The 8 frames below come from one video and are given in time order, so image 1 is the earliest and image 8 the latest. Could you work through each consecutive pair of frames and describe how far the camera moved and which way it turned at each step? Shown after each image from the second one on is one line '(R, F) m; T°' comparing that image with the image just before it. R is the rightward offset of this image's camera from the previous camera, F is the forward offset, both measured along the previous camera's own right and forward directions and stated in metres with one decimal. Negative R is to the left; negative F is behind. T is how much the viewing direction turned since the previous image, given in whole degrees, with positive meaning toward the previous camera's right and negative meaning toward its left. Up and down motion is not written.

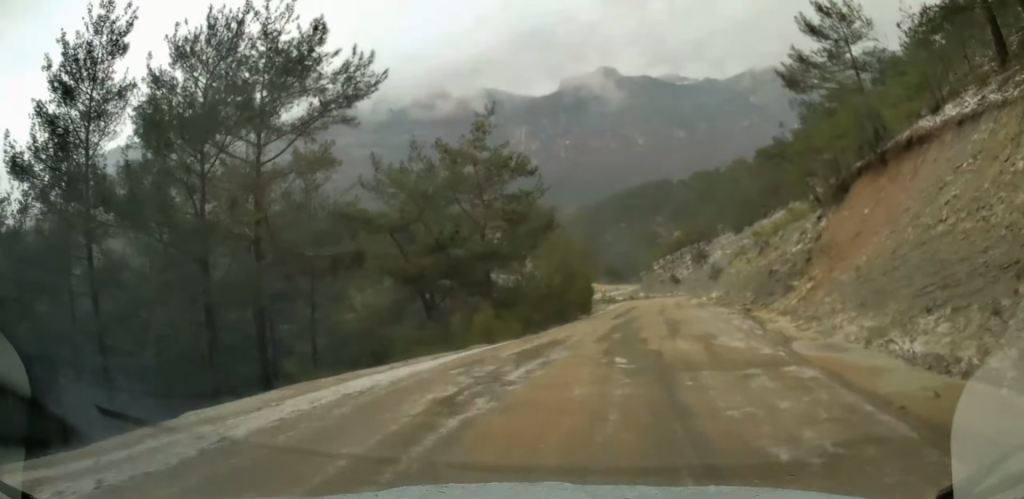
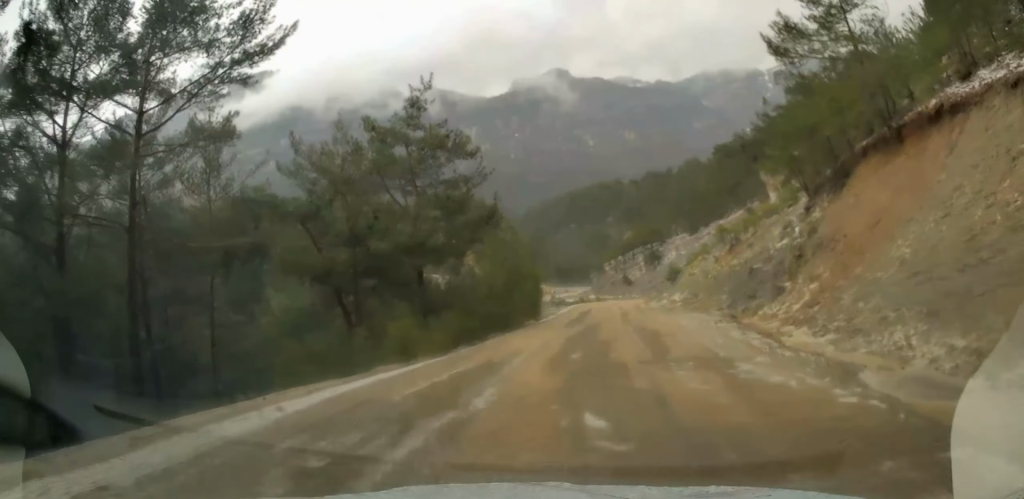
(+0.2, +5.7) m; +2°
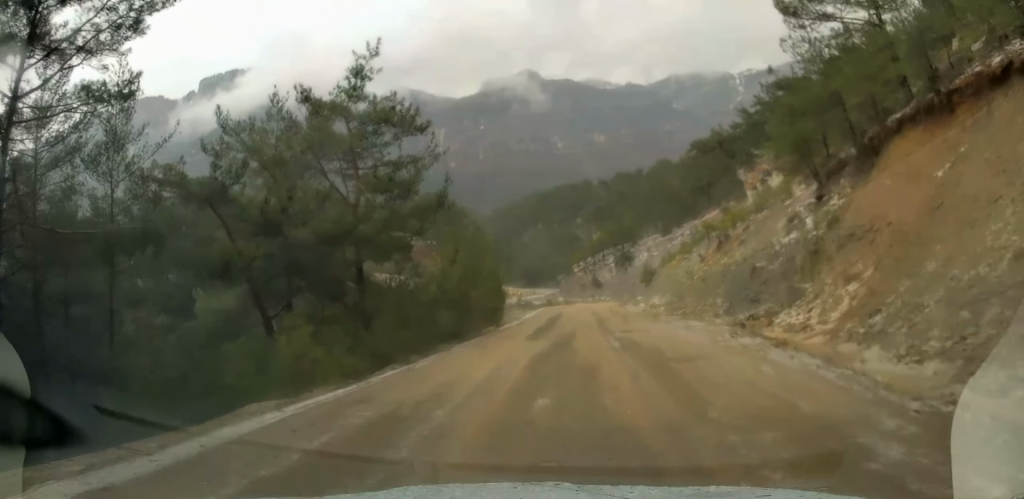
(0.0, +5.4) m; +2°
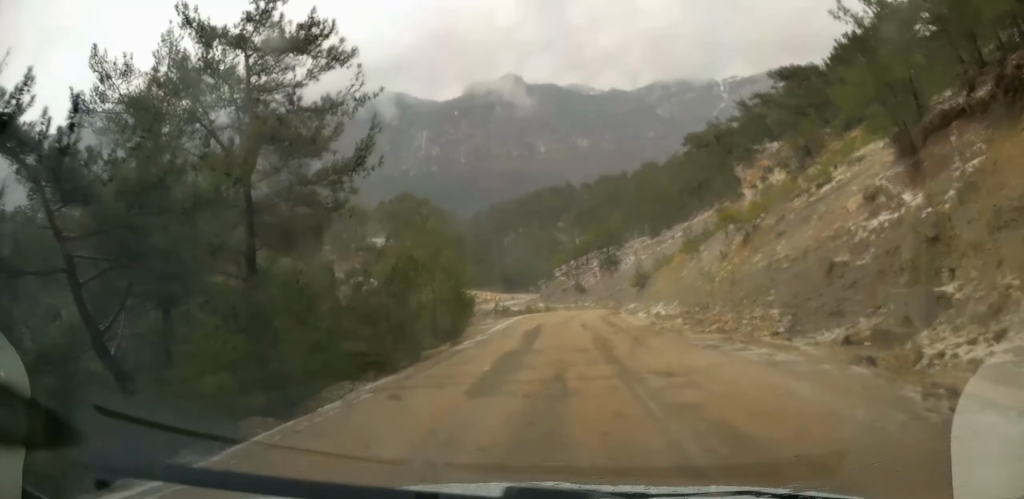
(+0.4, +9.2) m; +4°
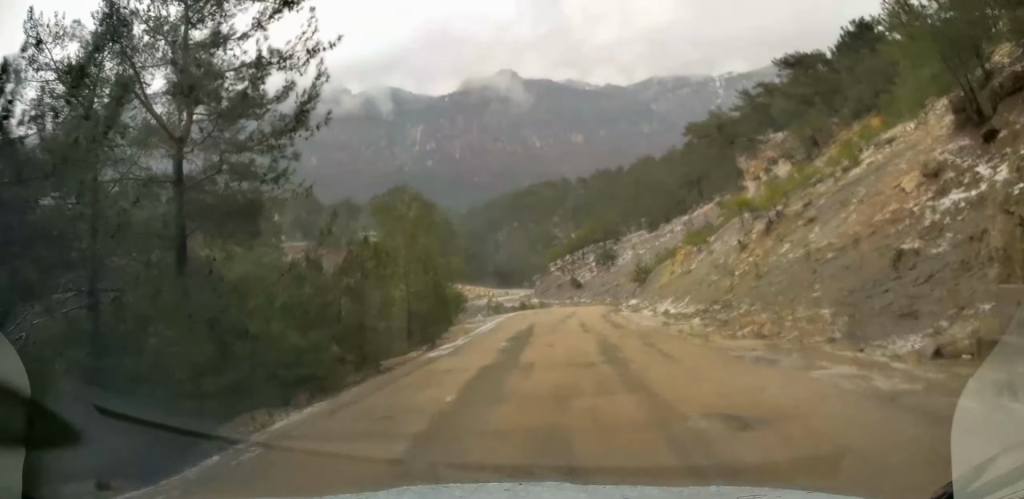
(+0.1, +3.9) m; +1°
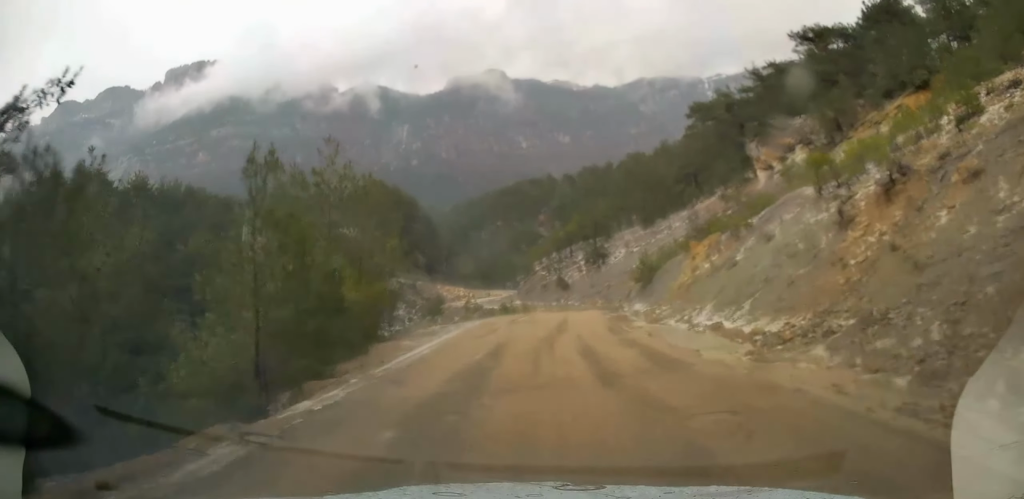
(+0.1, +11.4) m; +1°
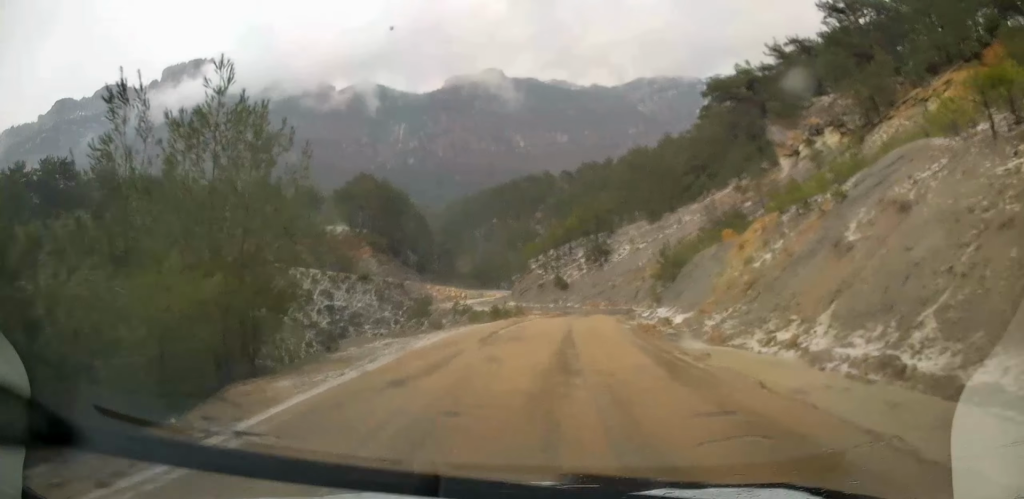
(+0.1, +9.5) m; +2°
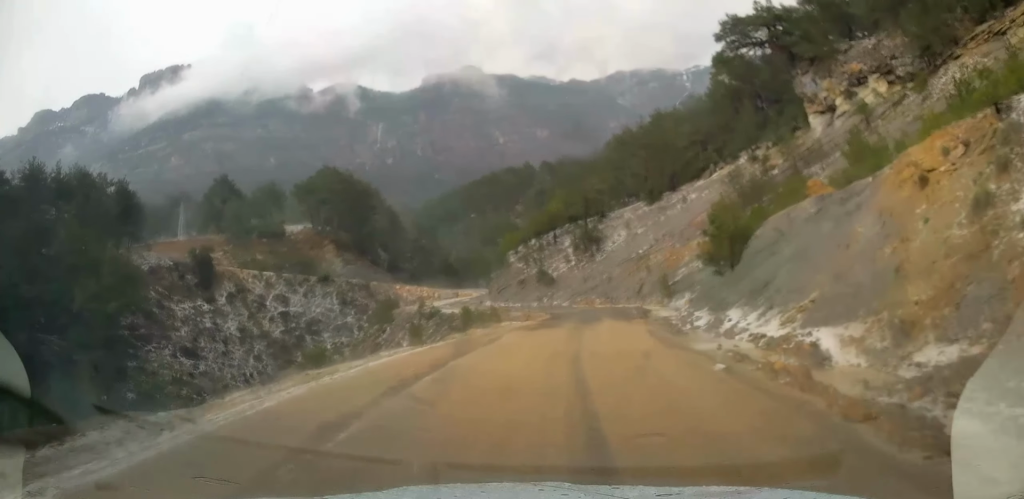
(+0.4, +15.1) m; +3°
